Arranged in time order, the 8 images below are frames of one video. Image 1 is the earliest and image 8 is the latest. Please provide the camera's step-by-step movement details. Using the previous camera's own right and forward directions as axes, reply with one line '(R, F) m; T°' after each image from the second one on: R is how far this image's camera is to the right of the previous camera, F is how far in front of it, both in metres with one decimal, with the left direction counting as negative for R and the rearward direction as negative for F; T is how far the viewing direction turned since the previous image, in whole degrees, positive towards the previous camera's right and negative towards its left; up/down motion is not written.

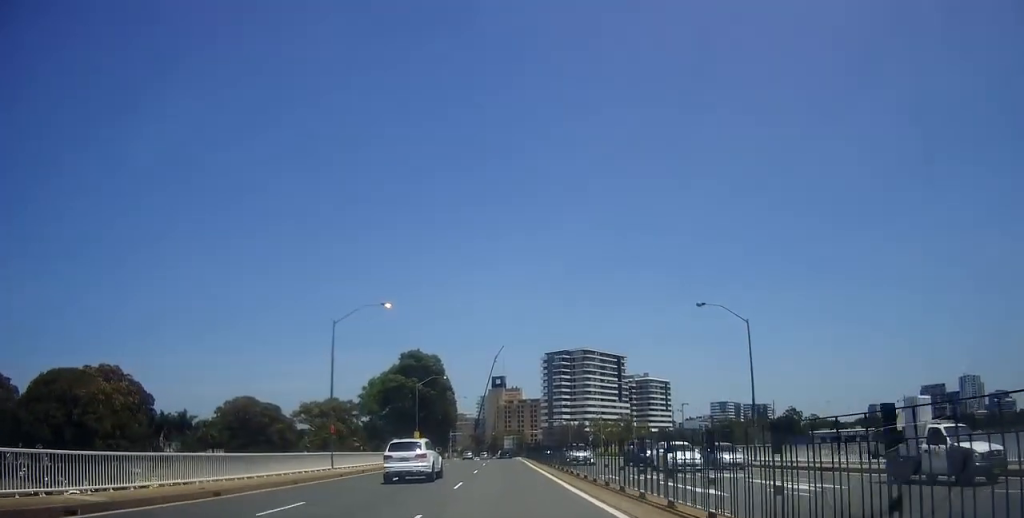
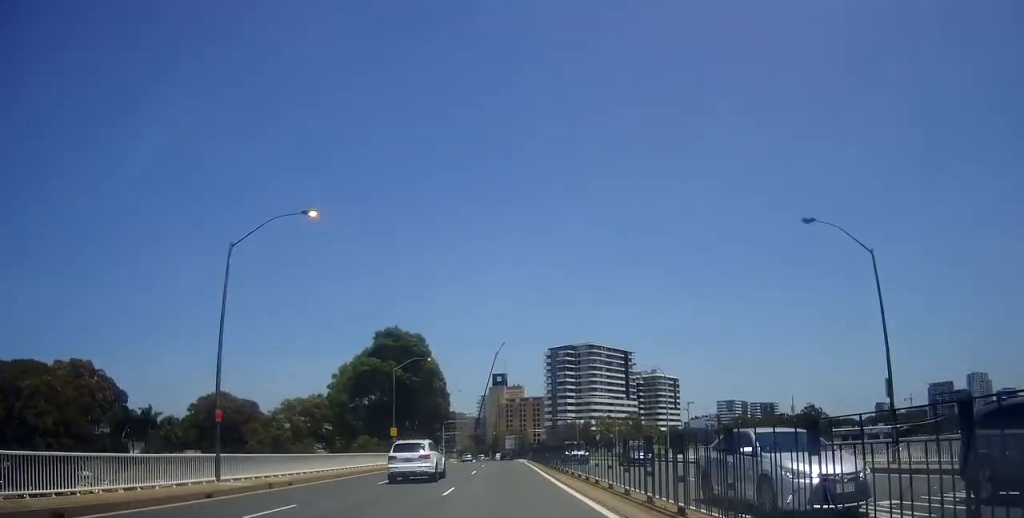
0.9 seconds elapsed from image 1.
(-0.1, +15.3) m; 0°
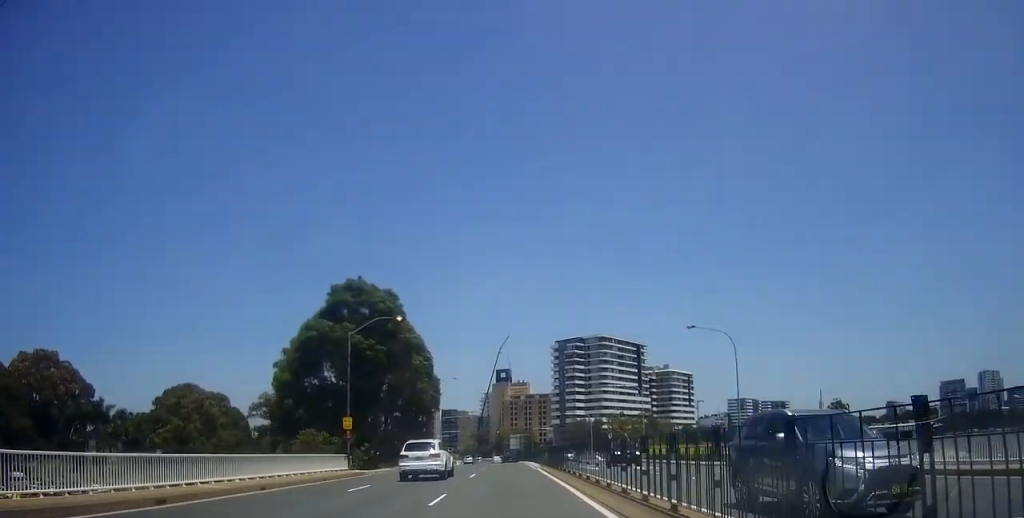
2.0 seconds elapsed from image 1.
(0.0, +17.7) m; 0°
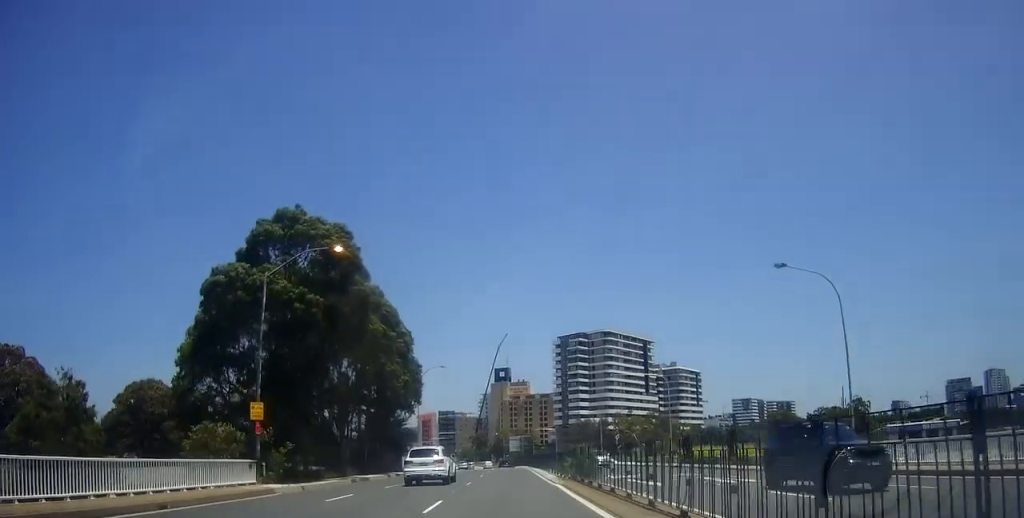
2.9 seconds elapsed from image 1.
(0.0, +14.5) m; 0°
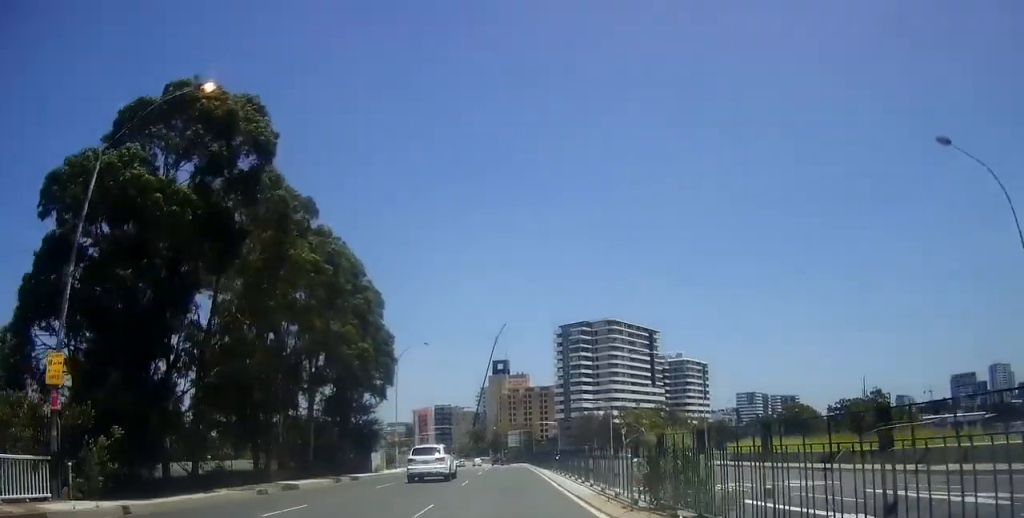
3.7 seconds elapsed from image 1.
(0.0, +13.0) m; 0°
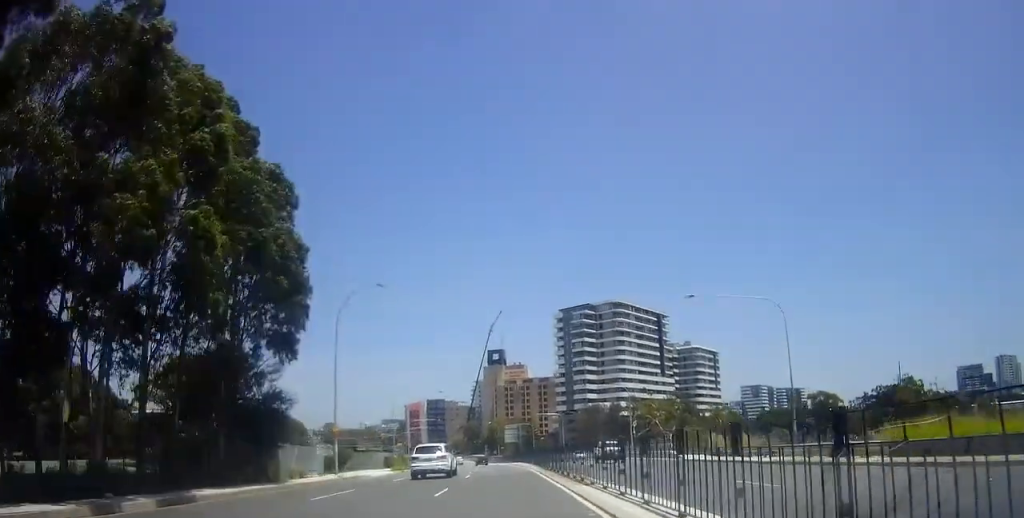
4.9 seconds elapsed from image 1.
(+0.1, +19.7) m; 0°
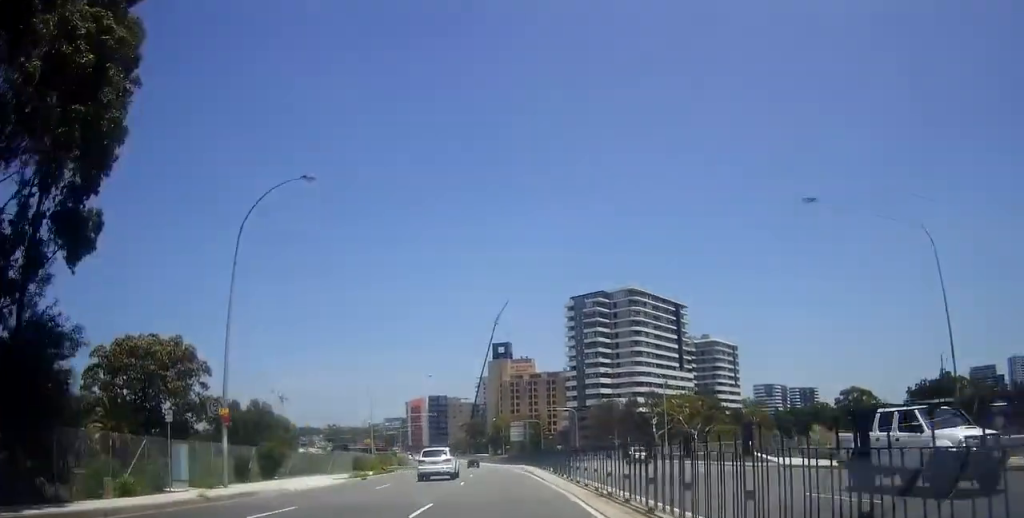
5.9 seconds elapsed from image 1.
(-0.1, +16.3) m; 0°
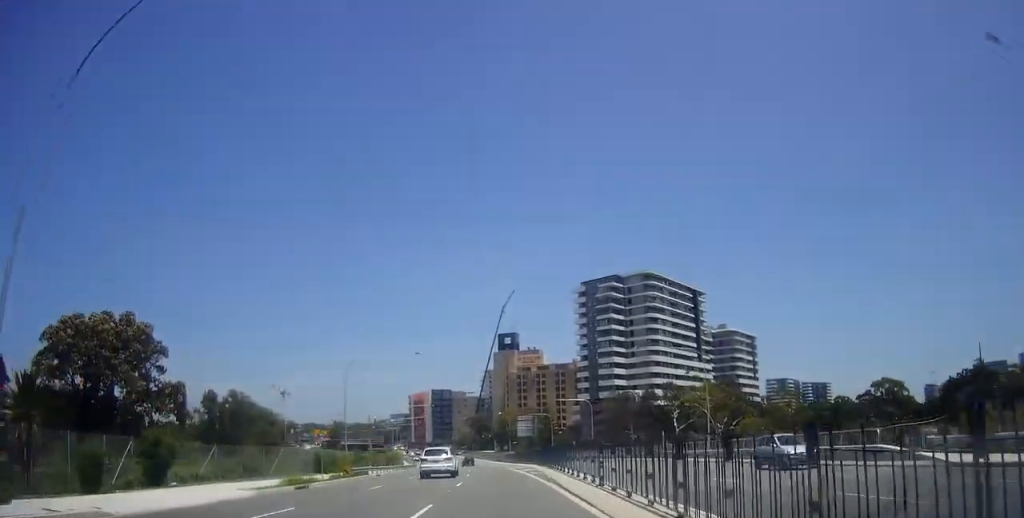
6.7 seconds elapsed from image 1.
(0.0, +13.1) m; -1°
